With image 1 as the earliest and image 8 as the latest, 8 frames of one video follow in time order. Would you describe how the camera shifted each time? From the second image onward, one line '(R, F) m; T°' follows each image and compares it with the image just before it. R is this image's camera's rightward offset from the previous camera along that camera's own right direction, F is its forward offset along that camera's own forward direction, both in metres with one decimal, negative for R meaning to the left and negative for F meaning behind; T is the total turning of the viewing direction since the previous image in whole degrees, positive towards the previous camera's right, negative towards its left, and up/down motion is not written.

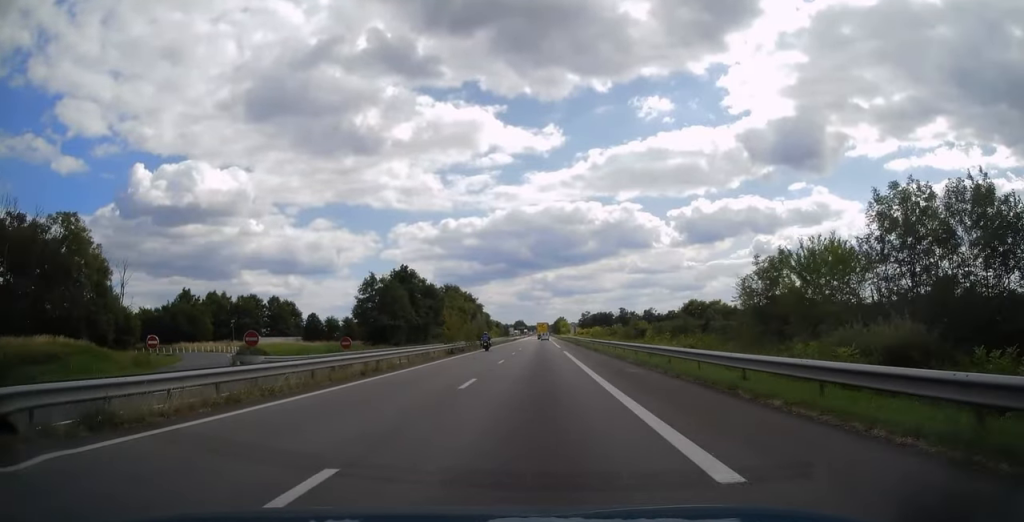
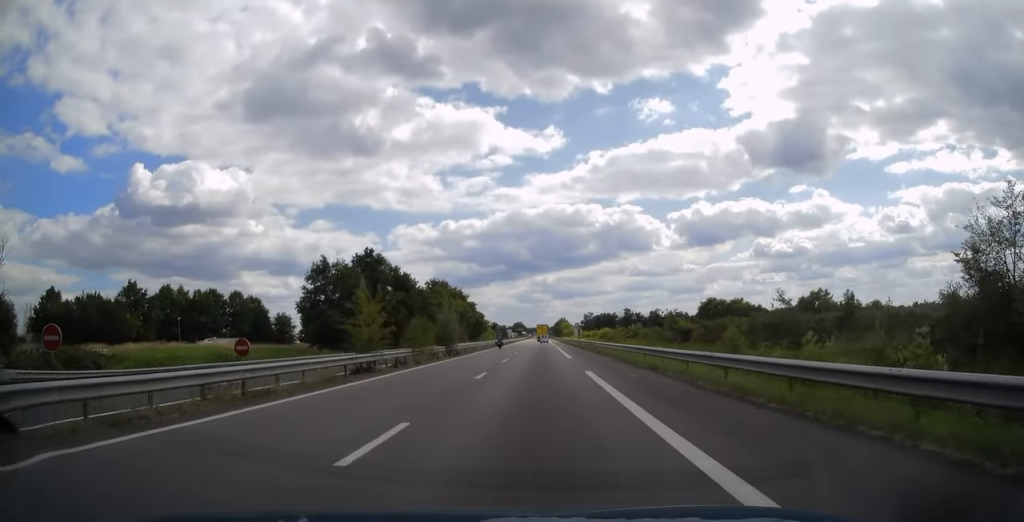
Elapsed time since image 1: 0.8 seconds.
(0.0, +22.6) m; 0°
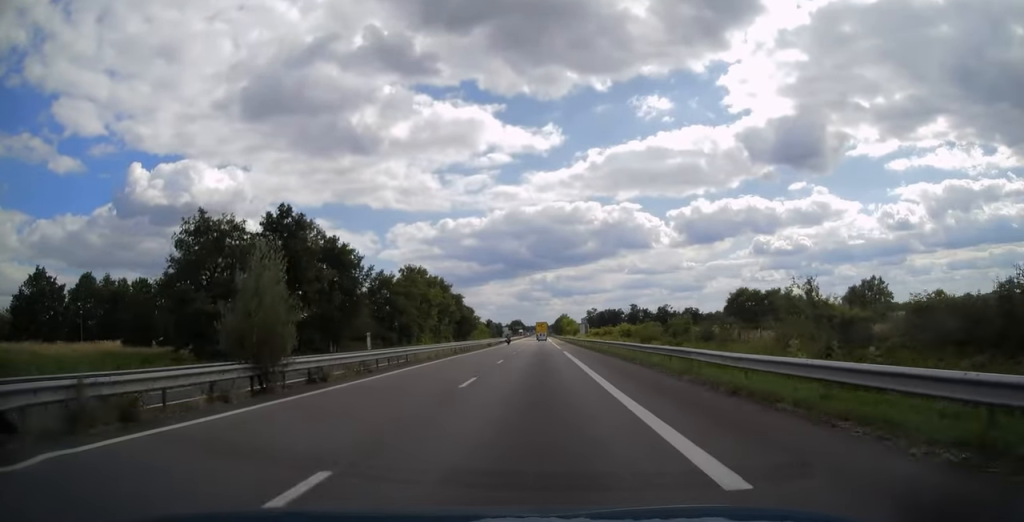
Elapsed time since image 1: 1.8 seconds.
(+0.1, +29.4) m; 0°
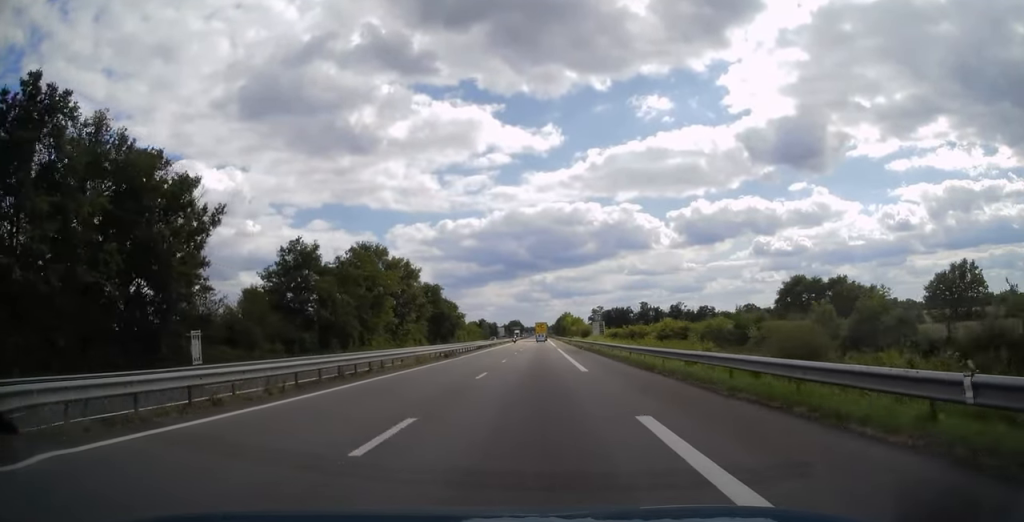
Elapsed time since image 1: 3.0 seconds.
(0.0, +34.8) m; 0°
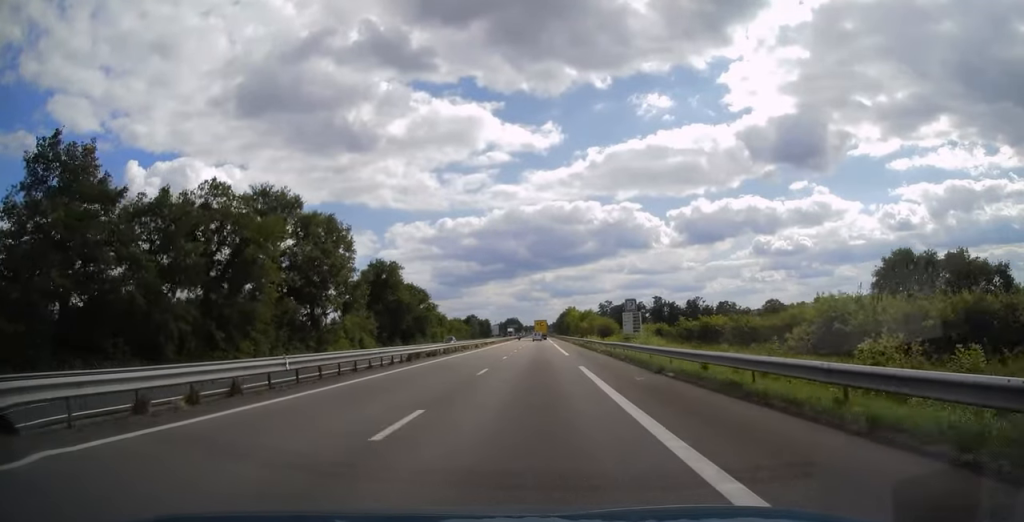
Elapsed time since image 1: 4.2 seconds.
(-0.1, +37.8) m; 0°
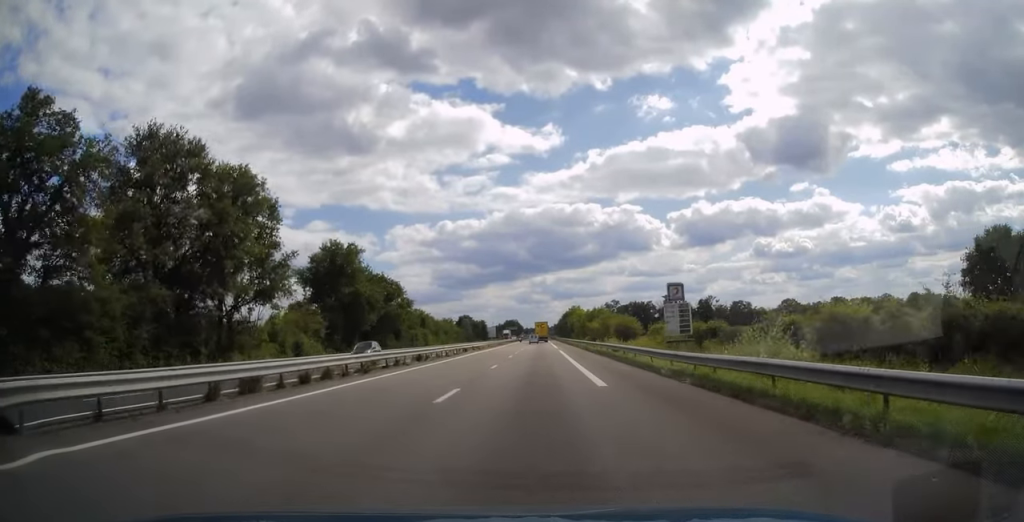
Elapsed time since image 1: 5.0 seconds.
(0.0, +21.1) m; 0°
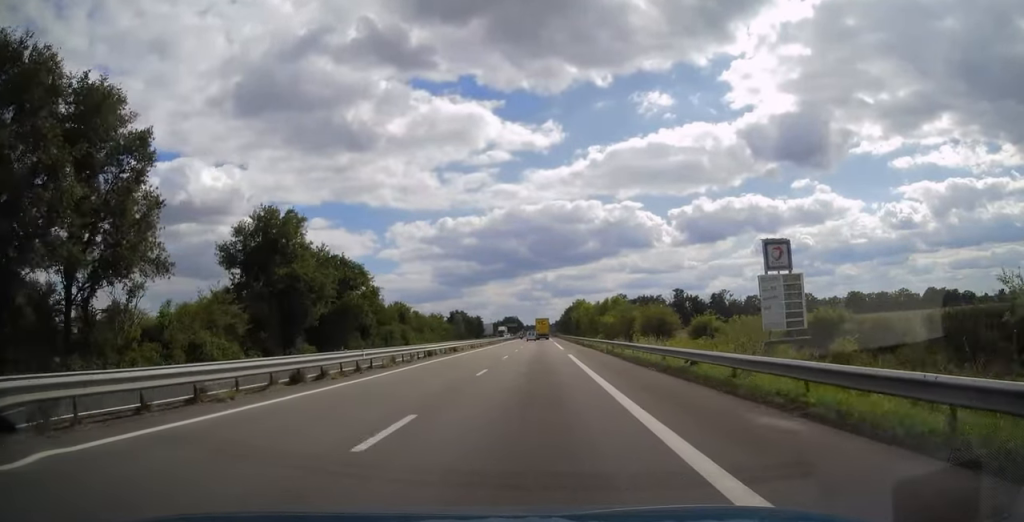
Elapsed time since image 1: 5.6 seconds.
(0.0, +18.6) m; 0°
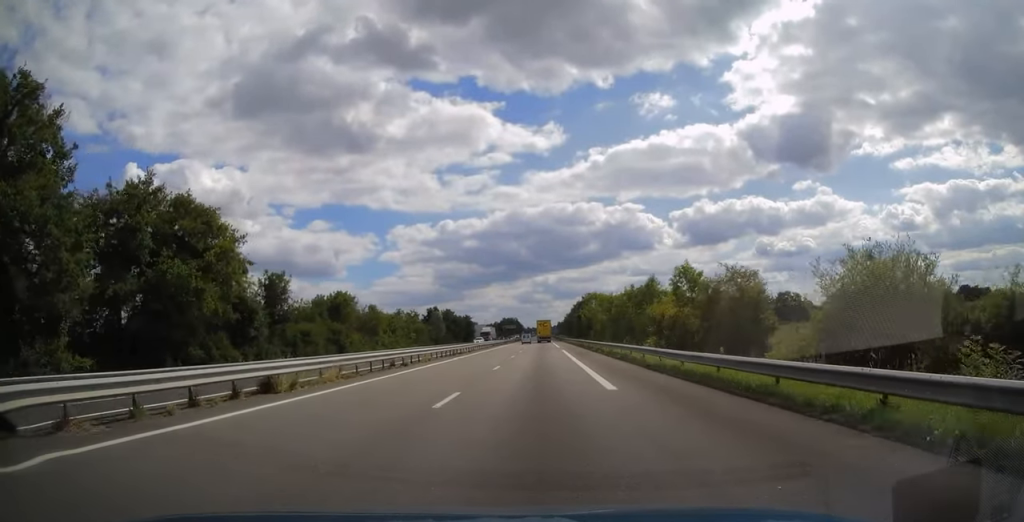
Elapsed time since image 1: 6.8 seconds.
(-0.2, +33.9) m; 0°
